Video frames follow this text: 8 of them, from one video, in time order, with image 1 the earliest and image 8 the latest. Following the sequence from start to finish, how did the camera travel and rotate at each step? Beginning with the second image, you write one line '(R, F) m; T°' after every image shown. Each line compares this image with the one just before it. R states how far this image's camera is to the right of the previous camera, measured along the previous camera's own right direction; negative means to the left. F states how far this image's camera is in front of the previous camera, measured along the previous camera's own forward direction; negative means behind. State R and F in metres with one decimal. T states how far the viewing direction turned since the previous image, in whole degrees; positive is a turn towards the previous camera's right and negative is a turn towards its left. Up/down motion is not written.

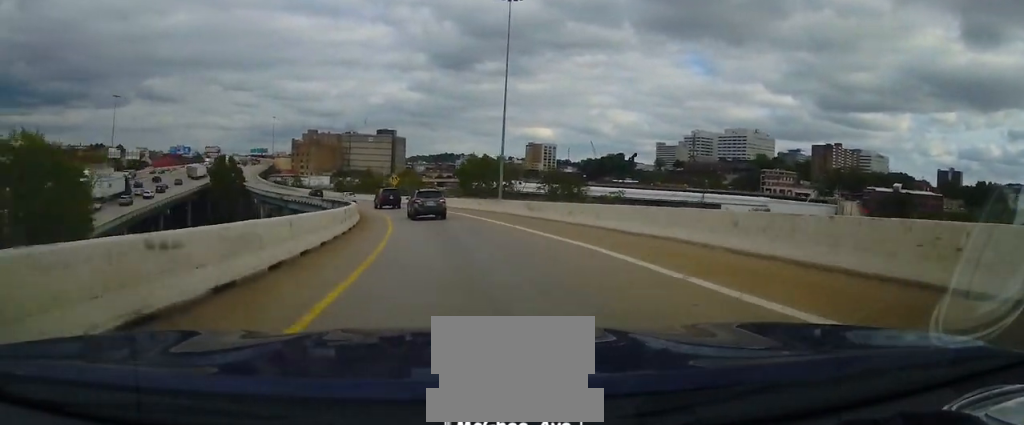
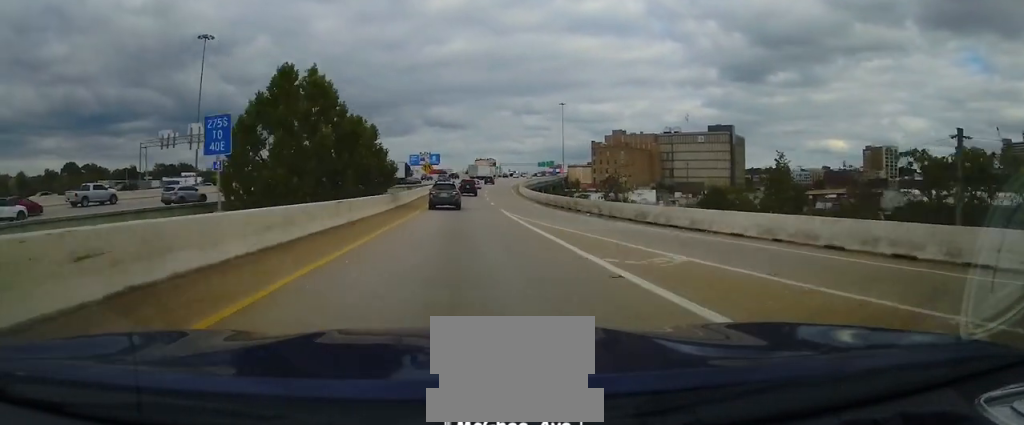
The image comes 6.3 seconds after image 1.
(-25.6, +114.4) m; -16°
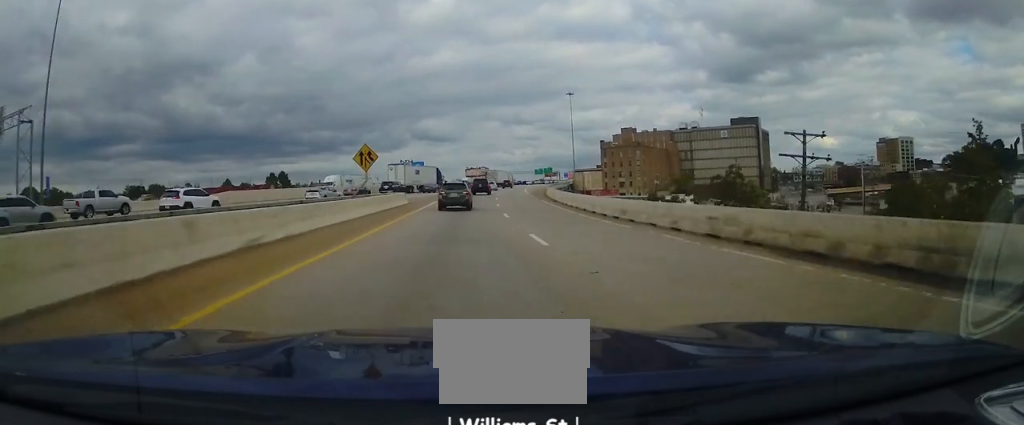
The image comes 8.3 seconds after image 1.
(+0.9, +37.7) m; +2°
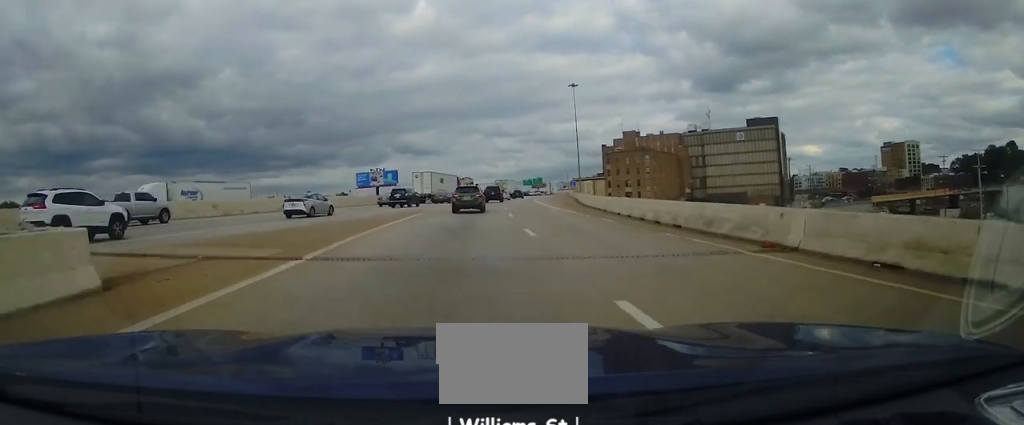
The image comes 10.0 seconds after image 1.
(-0.4, +32.7) m; +2°
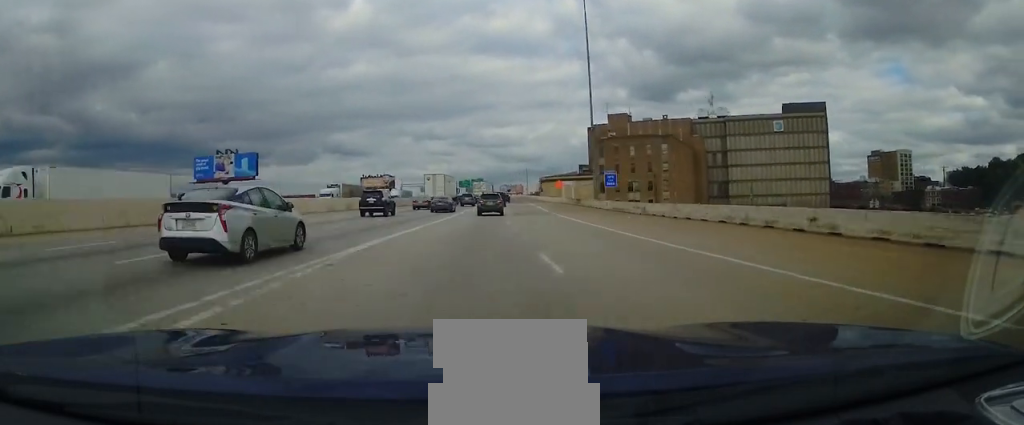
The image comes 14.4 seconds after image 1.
(+4.4, +81.4) m; +7°
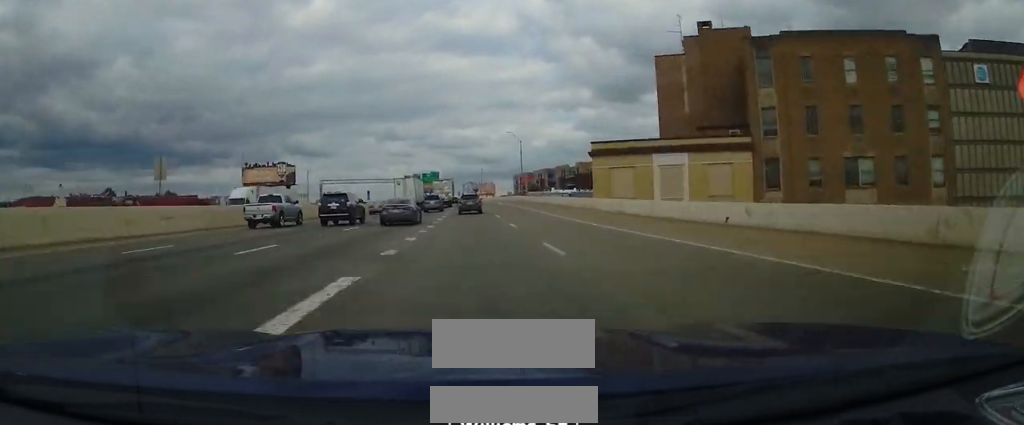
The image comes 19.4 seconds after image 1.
(+3.9, +90.8) m; 0°
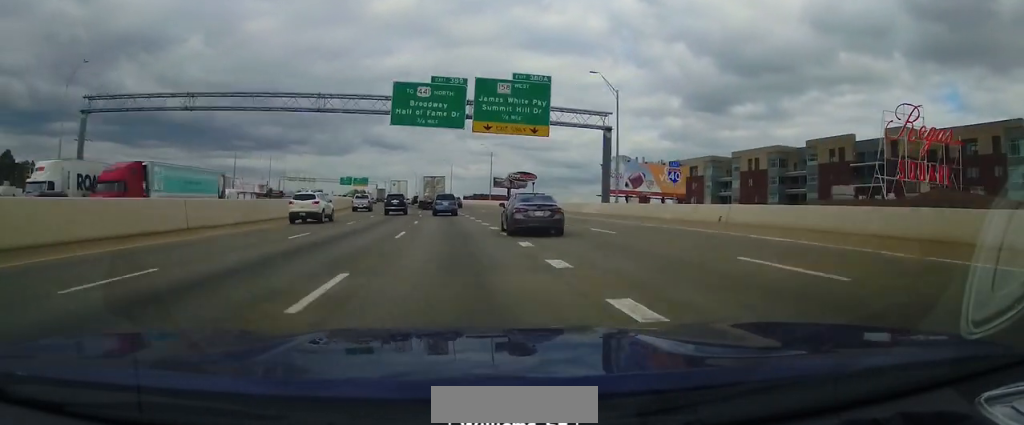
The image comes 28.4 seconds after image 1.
(-15.0, +169.1) m; -12°
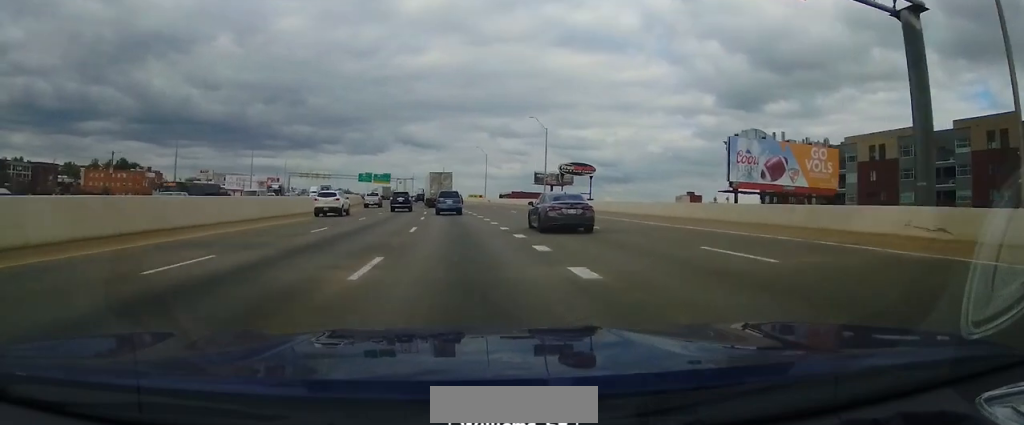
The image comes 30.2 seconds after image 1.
(+0.4, +33.7) m; -3°
